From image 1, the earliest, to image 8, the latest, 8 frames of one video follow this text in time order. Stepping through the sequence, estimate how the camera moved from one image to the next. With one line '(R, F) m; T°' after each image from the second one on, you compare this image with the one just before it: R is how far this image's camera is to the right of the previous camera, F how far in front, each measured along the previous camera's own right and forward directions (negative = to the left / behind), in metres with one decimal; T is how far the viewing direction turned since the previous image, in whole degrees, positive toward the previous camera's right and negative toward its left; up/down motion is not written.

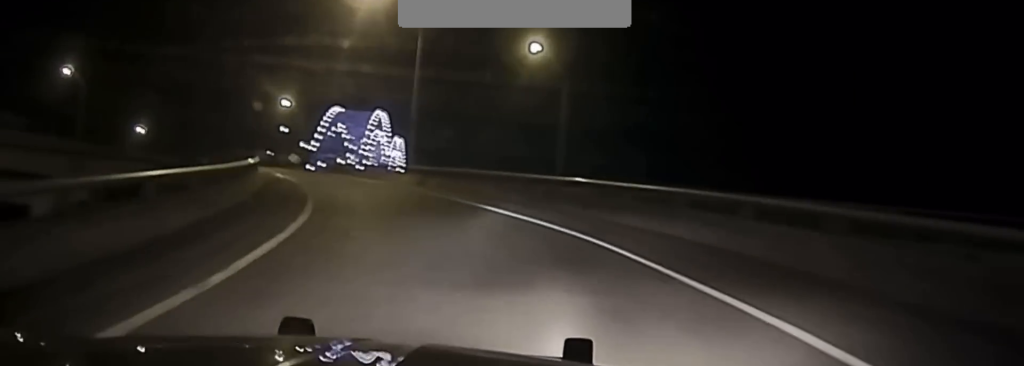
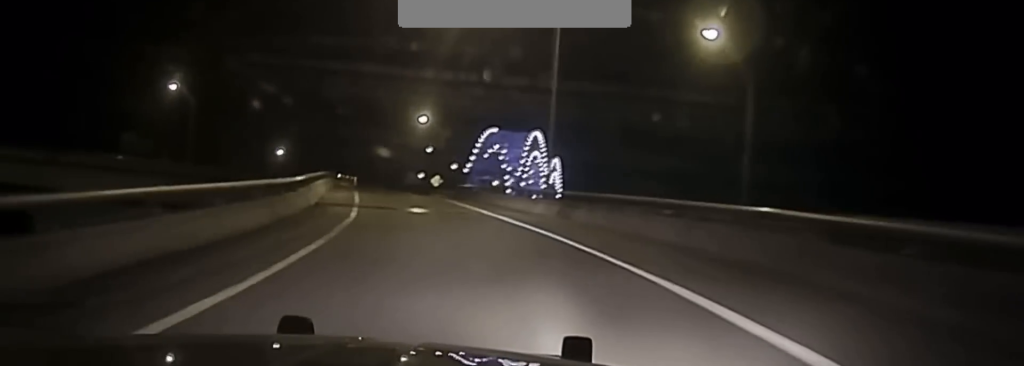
(-0.7, +14.4) m; -8°
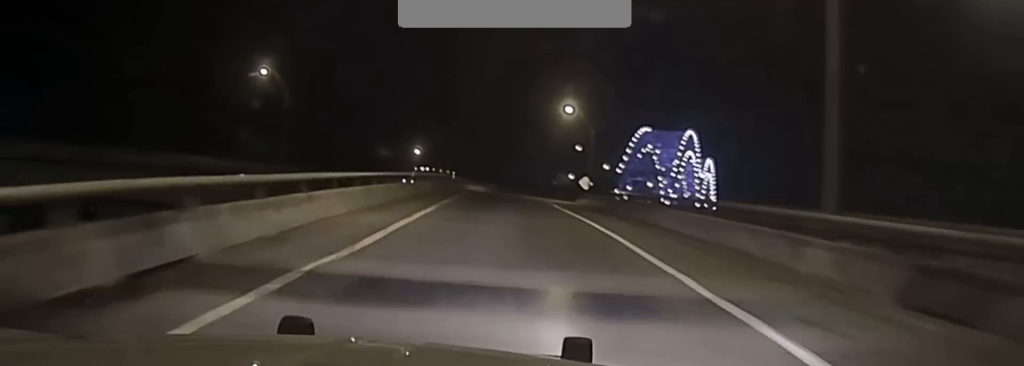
(-2.2, +20.4) m; -13°
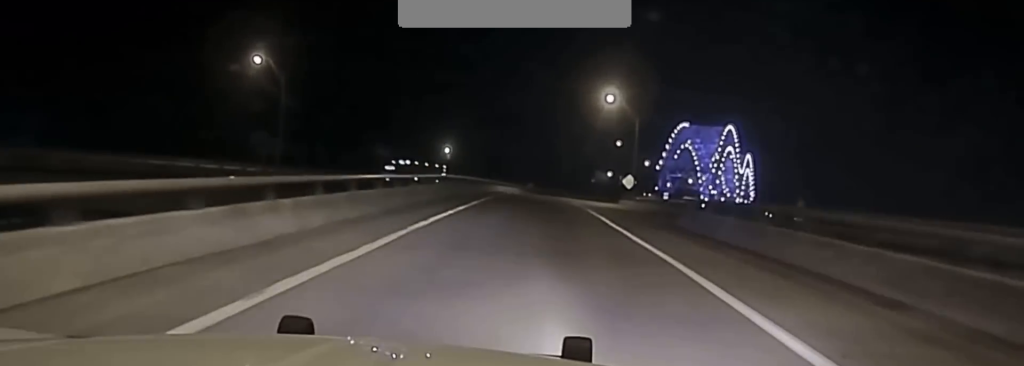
(-1.0, +12.8) m; -2°
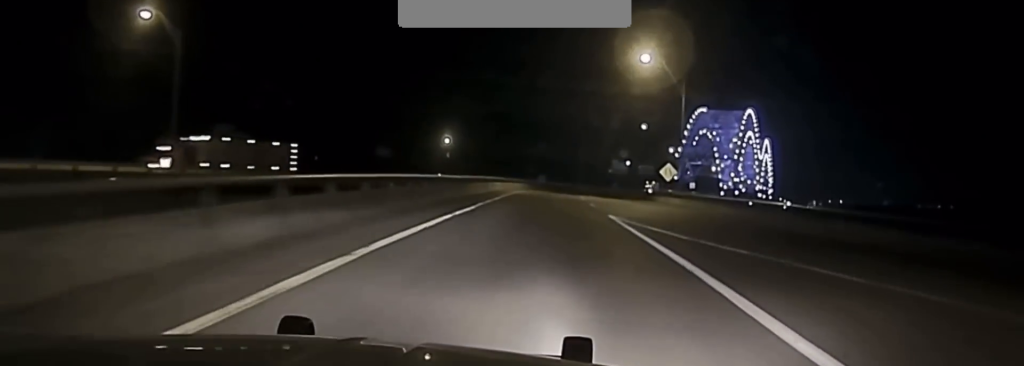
(0.0, +24.4) m; 0°
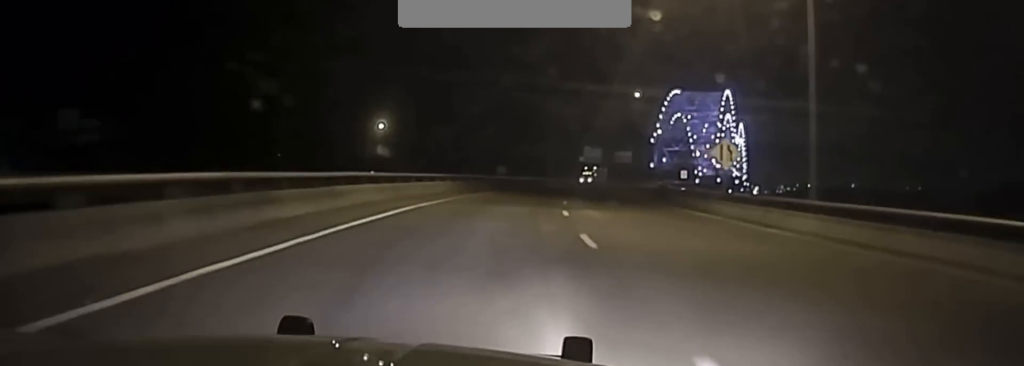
(-0.4, +36.3) m; +1°
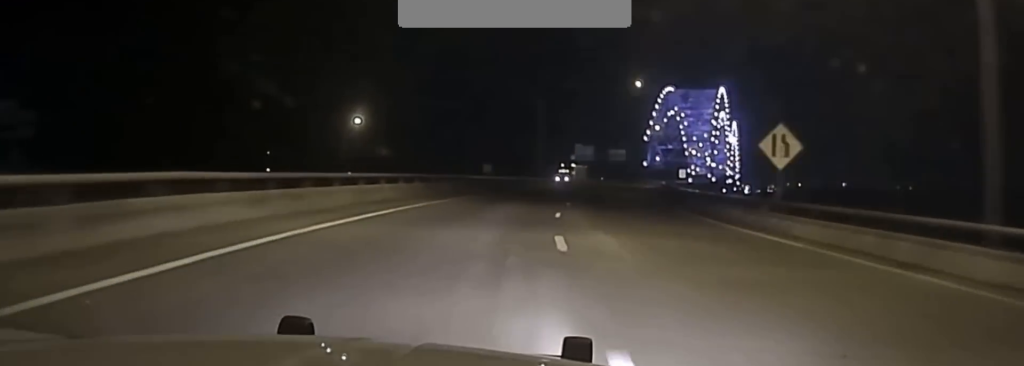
(+0.3, +10.6) m; +1°
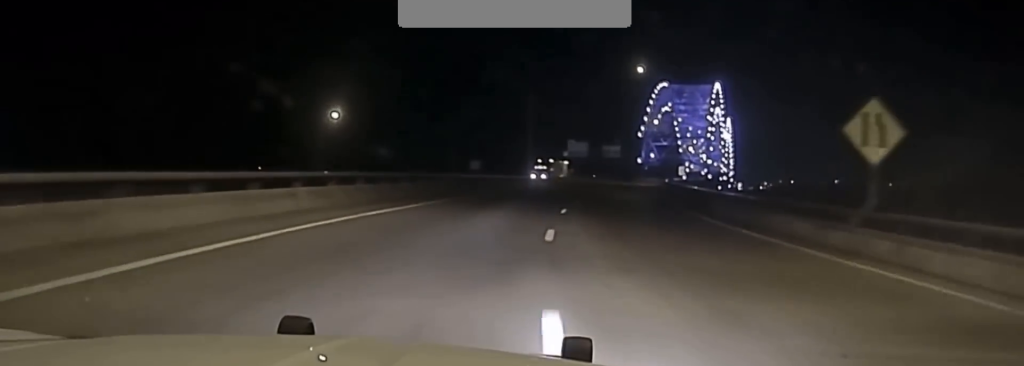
(+0.1, +9.1) m; +1°
